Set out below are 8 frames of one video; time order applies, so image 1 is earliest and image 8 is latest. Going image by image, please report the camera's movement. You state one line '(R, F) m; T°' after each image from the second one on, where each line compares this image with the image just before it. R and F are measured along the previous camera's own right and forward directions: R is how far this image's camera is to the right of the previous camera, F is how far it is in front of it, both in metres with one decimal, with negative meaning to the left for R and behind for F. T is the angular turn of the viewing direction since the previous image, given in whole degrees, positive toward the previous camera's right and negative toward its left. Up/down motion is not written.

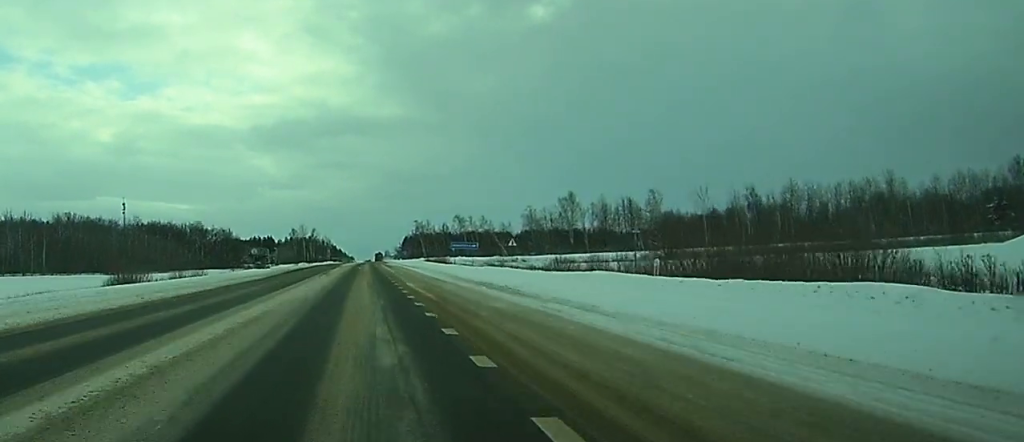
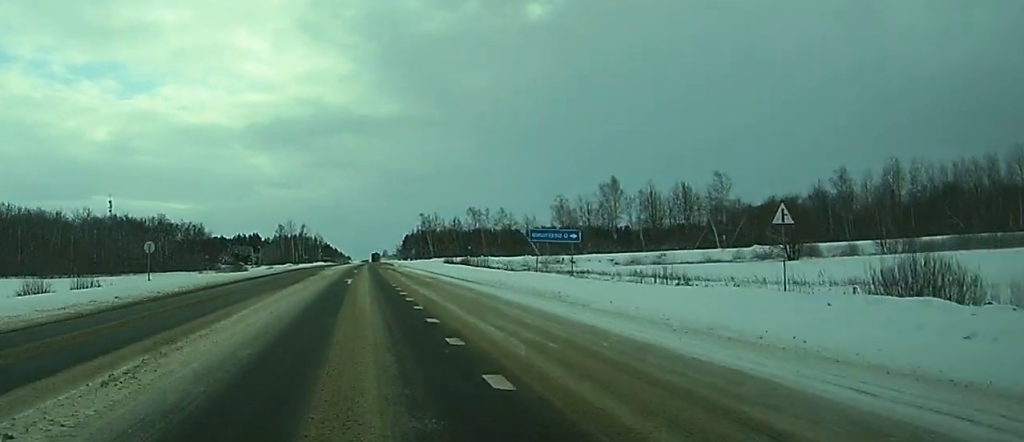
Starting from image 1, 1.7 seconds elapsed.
(-0.1, +47.7) m; 0°
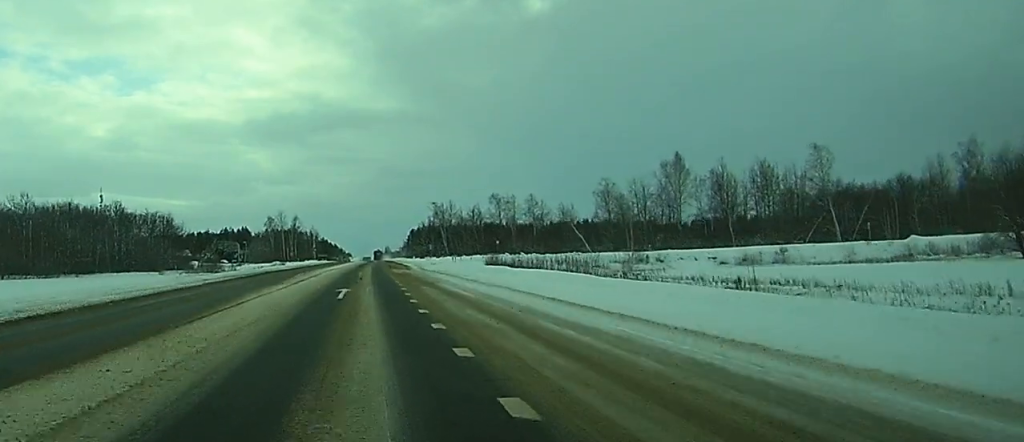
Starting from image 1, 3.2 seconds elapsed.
(+0.3, +44.1) m; +1°
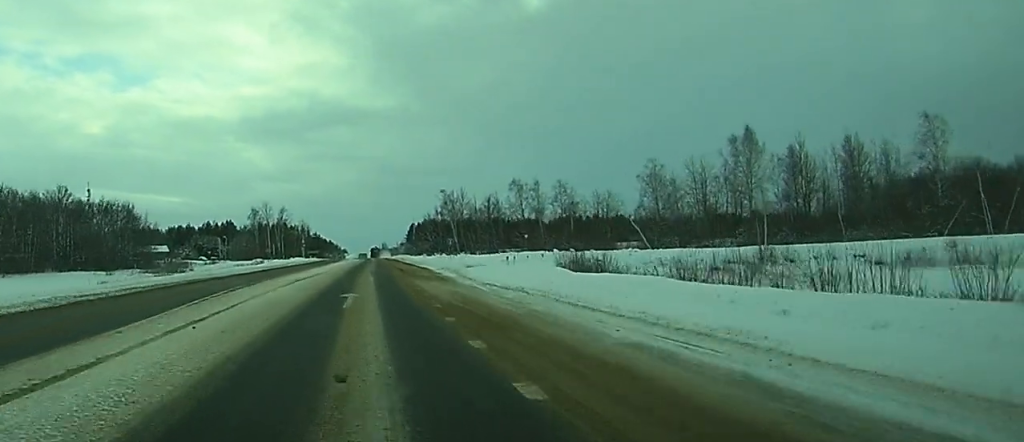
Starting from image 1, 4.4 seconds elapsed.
(+0.1, +34.4) m; 0°
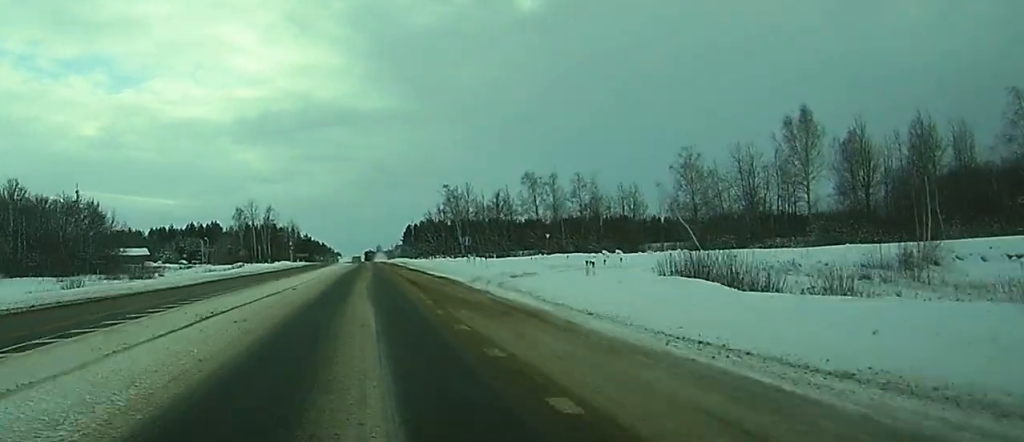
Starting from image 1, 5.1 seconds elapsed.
(0.0, +21.0) m; +1°
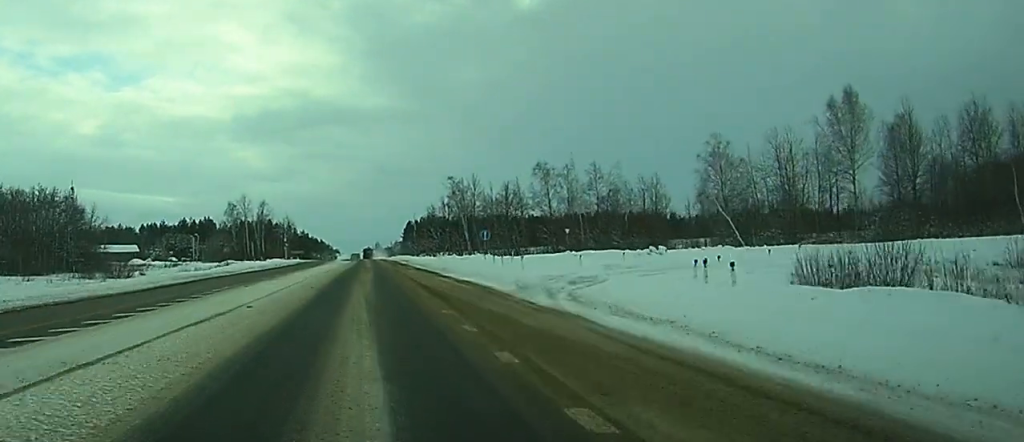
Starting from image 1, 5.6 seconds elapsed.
(-0.2, +12.4) m; +1°
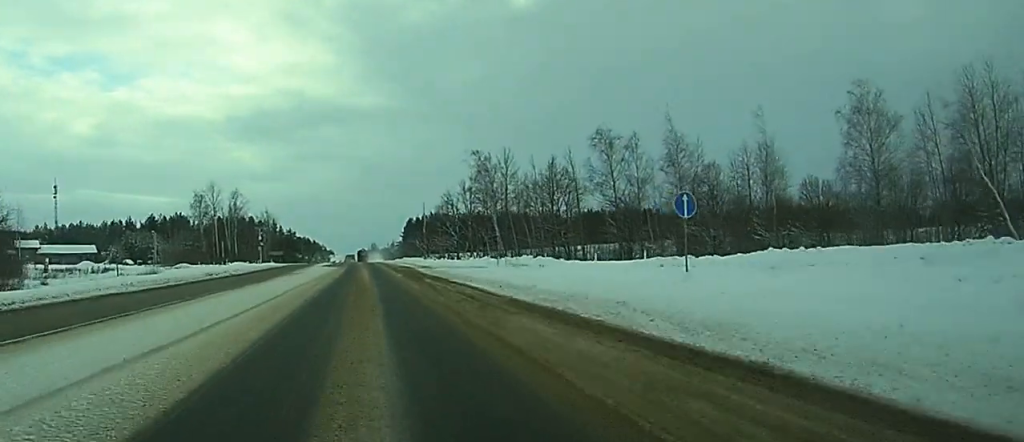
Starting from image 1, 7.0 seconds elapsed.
(+0.4, +42.0) m; -1°
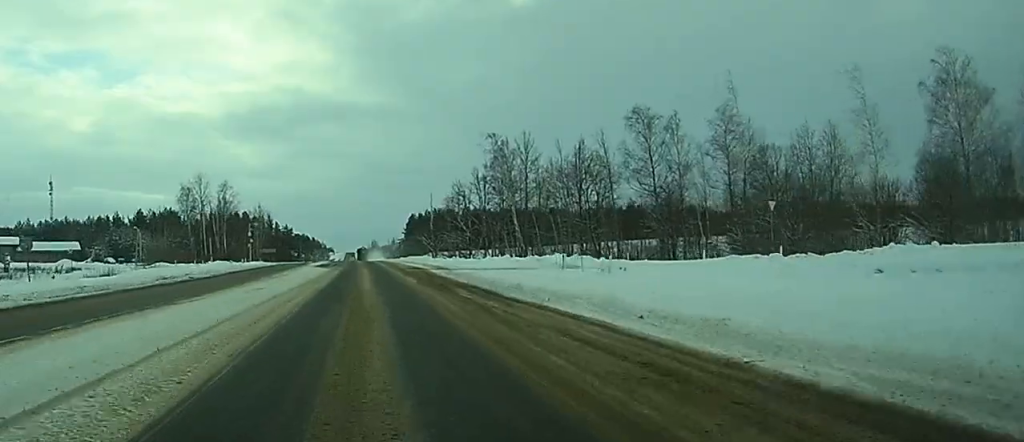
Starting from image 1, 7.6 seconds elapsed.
(-0.2, +15.3) m; -1°
